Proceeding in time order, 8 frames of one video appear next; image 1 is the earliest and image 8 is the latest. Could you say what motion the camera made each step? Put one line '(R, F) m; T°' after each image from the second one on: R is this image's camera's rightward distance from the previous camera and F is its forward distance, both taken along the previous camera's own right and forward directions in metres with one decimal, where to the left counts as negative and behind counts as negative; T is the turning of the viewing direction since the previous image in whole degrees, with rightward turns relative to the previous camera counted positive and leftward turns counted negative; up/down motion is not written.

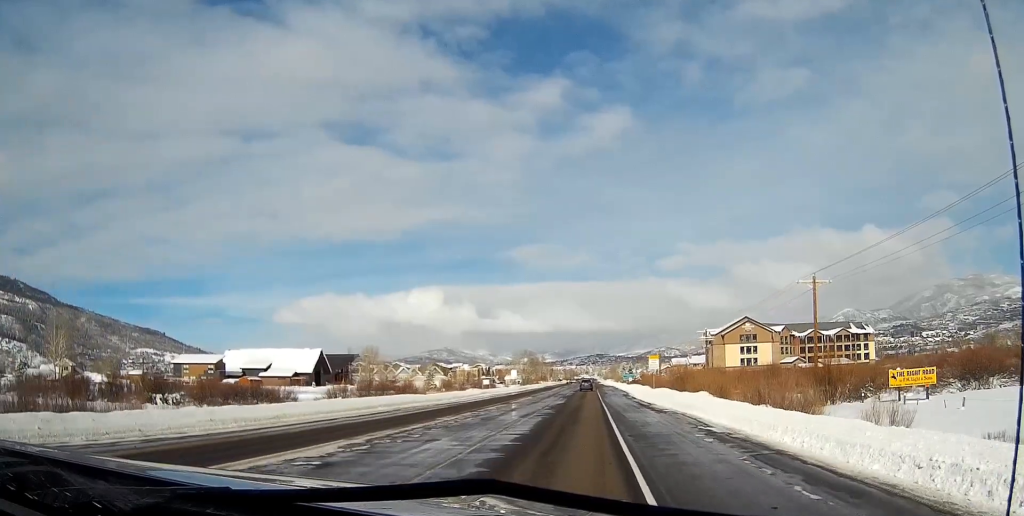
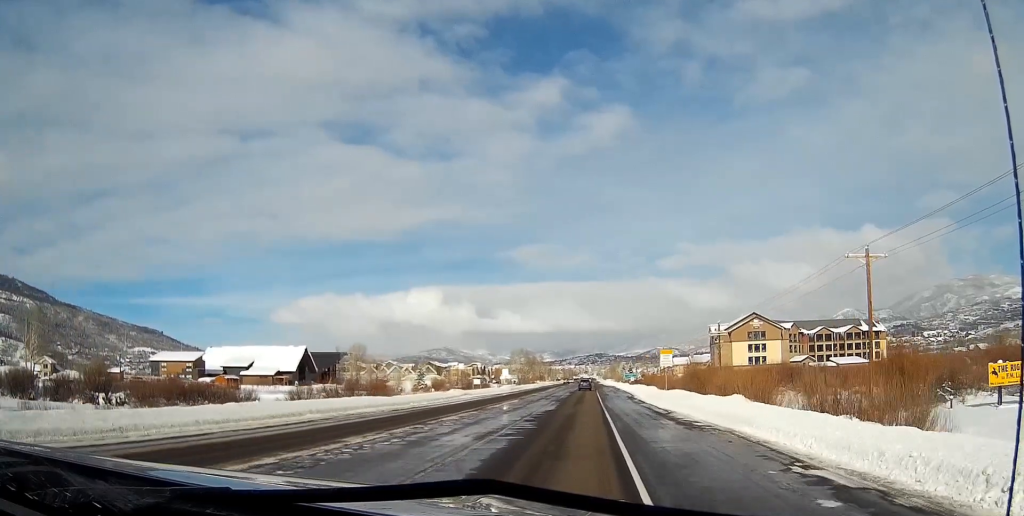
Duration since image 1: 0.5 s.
(0.0, +12.1) m; 0°
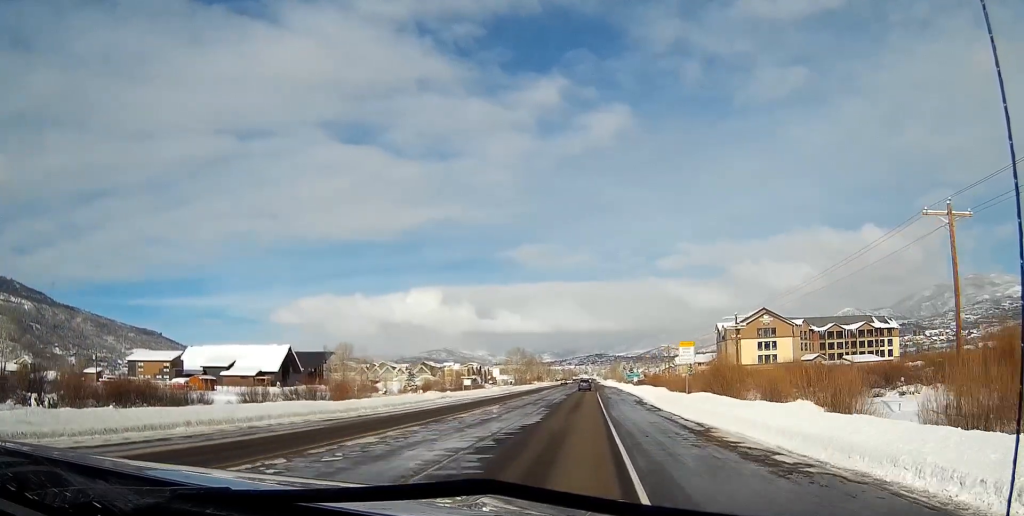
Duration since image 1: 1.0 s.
(0.0, +12.1) m; 0°
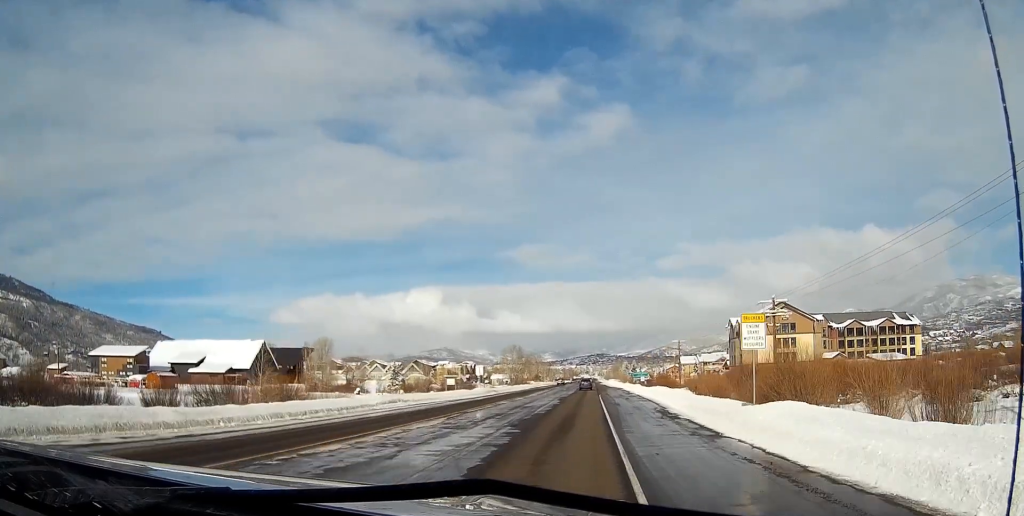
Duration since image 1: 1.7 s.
(0.0, +17.8) m; 0°
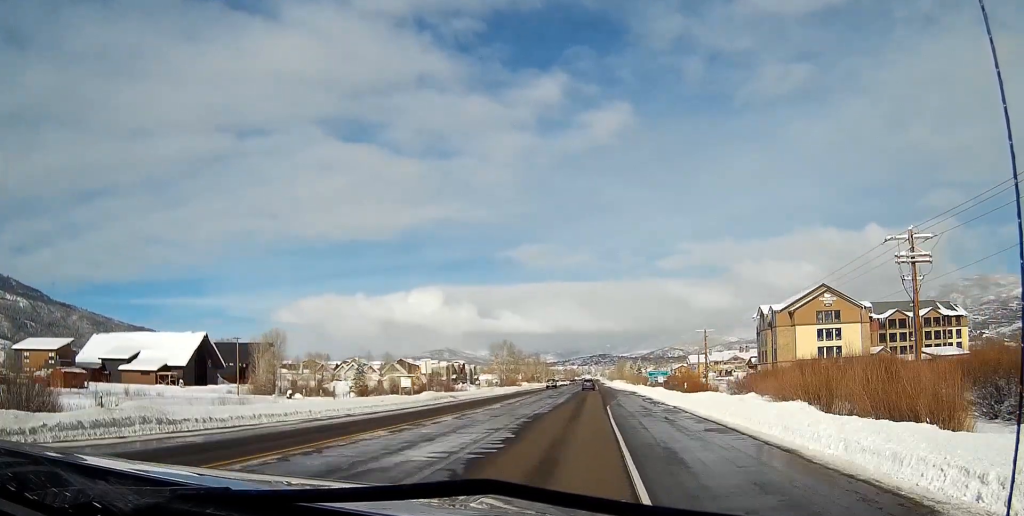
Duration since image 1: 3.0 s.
(+0.1, +32.1) m; 0°
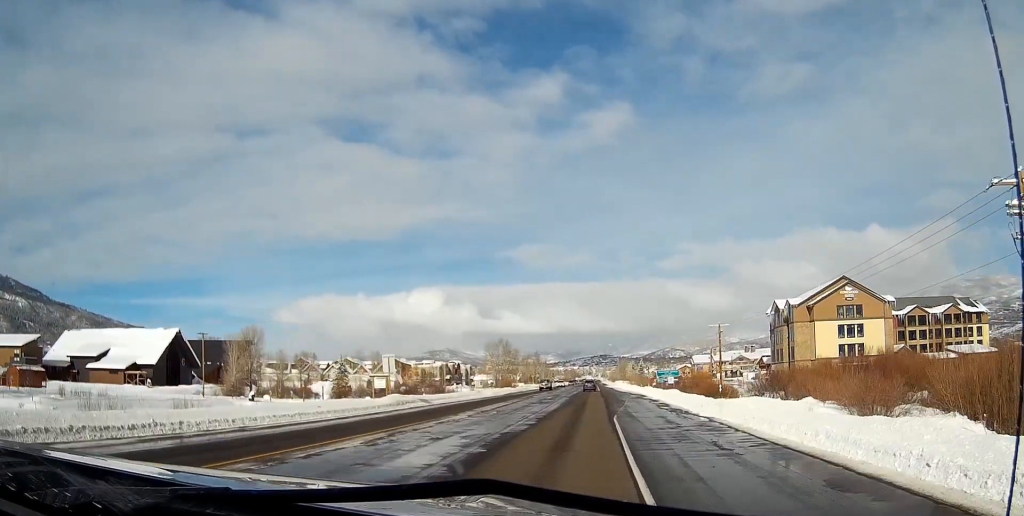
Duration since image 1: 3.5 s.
(-0.1, +12.4) m; 0°
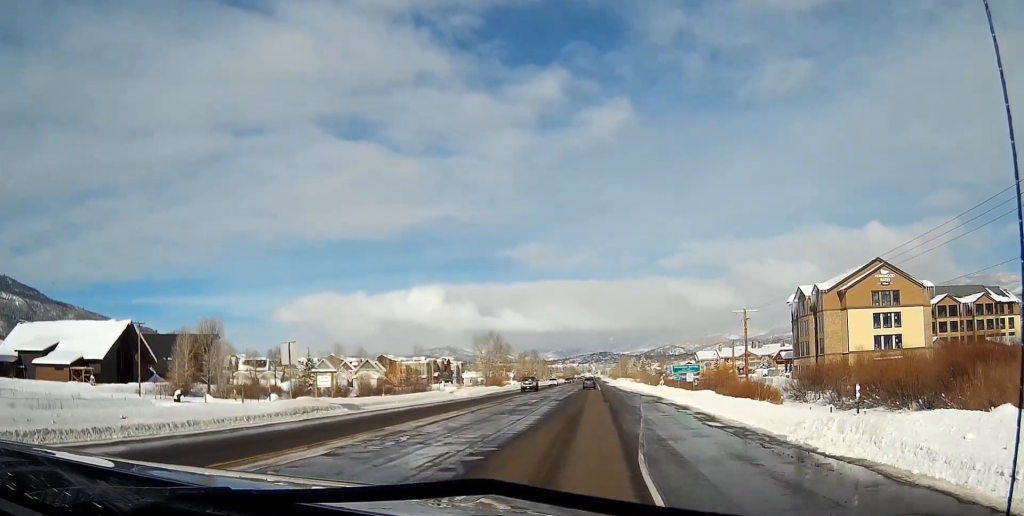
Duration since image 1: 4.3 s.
(0.0, +18.2) m; 0°
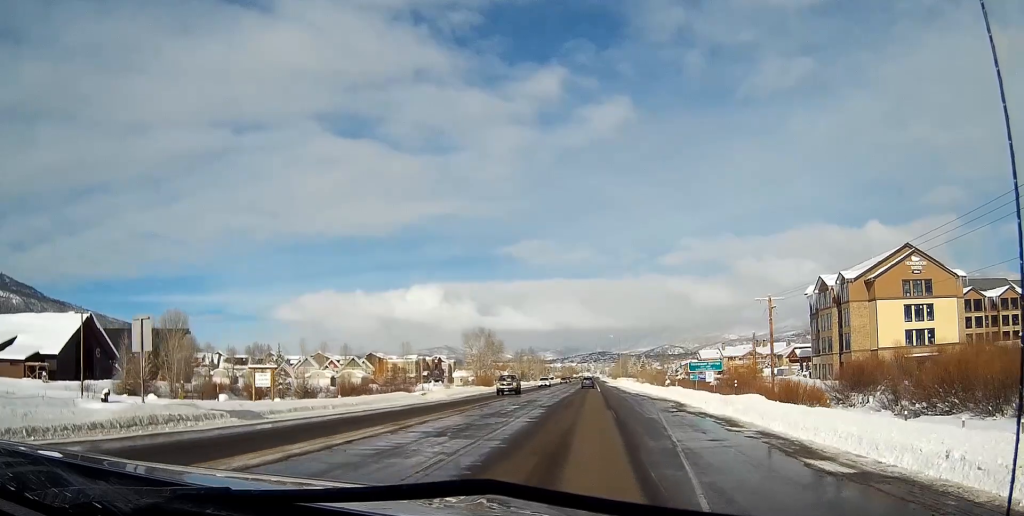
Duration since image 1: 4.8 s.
(0.0, +13.3) m; 0°
